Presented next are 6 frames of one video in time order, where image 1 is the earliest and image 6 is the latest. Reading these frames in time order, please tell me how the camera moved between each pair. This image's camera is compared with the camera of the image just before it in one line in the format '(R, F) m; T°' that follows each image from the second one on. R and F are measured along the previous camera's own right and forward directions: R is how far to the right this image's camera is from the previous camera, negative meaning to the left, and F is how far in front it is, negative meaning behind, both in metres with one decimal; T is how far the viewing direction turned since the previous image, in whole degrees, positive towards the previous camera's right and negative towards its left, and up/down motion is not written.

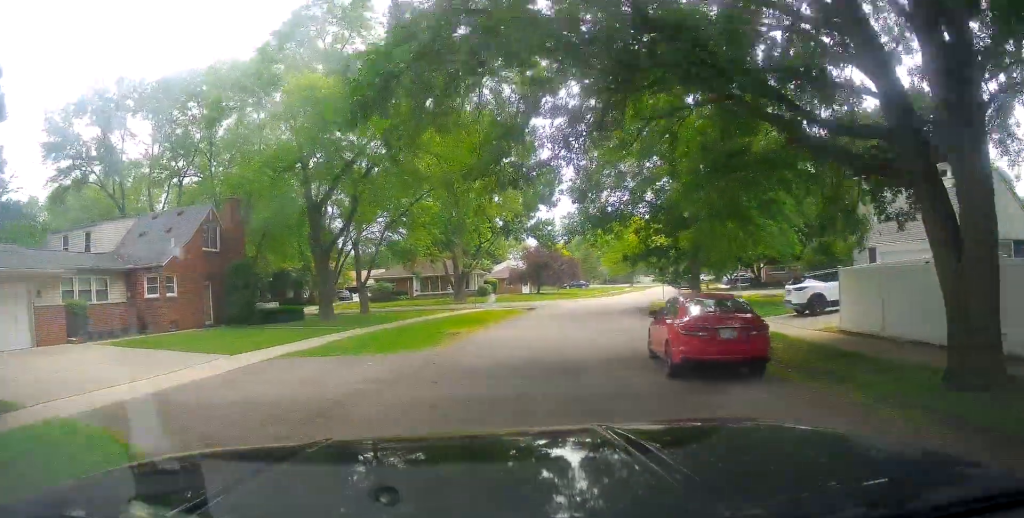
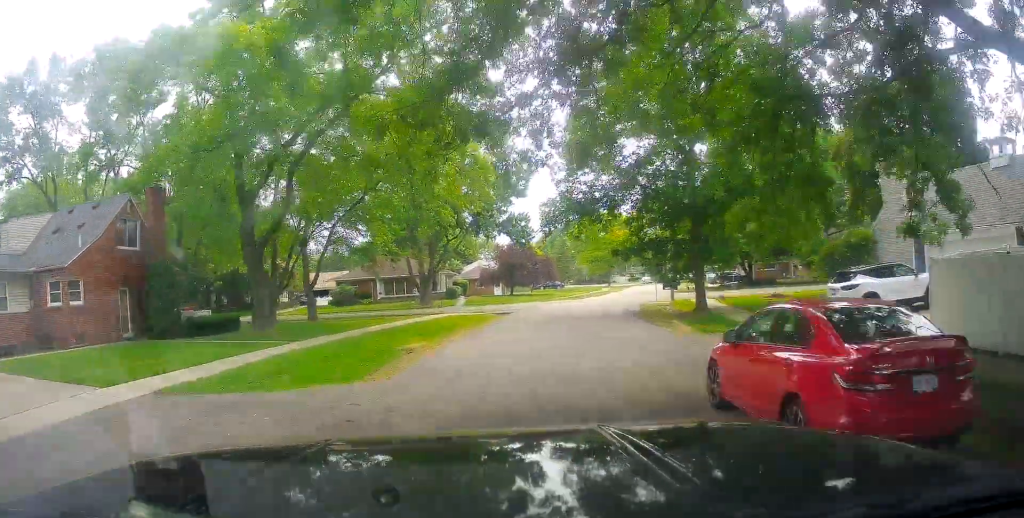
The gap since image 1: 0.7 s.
(0.0, +5.1) m; 0°
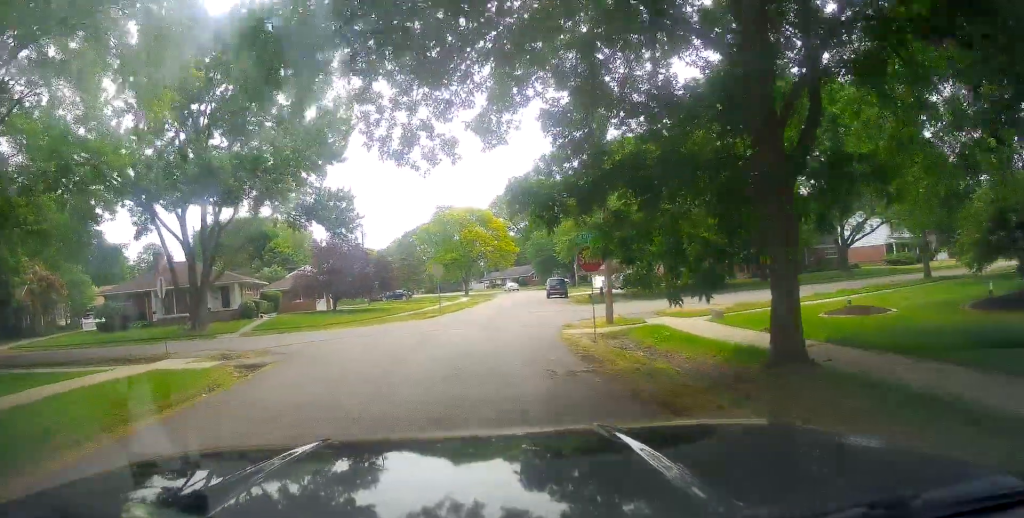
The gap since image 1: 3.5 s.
(+1.3, +20.6) m; +13°
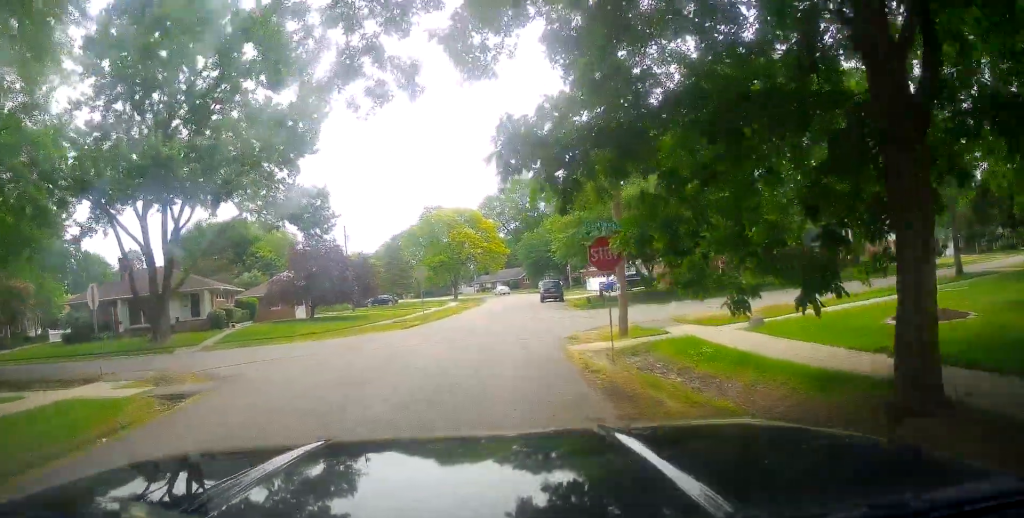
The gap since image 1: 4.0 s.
(+0.3, +3.7) m; +3°
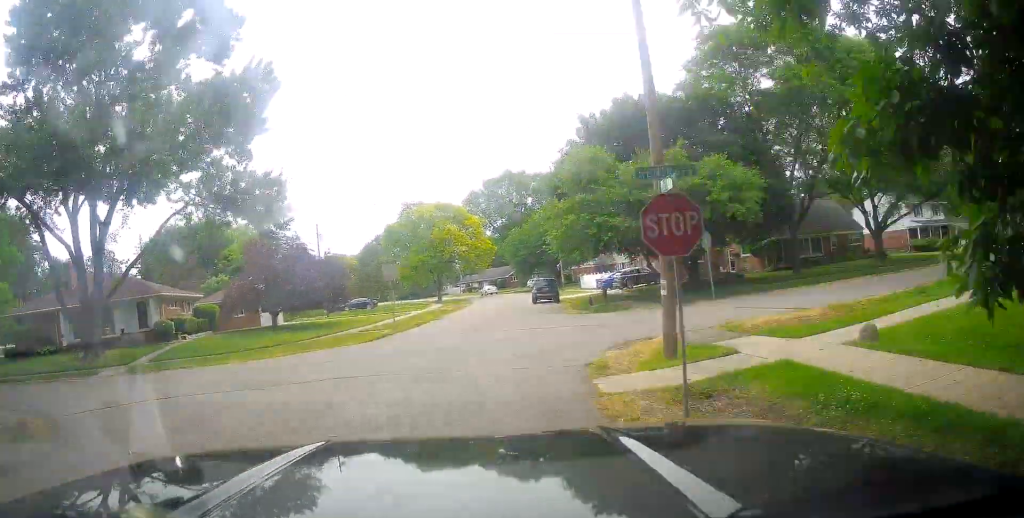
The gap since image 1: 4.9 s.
(+0.2, +6.0) m; 0°
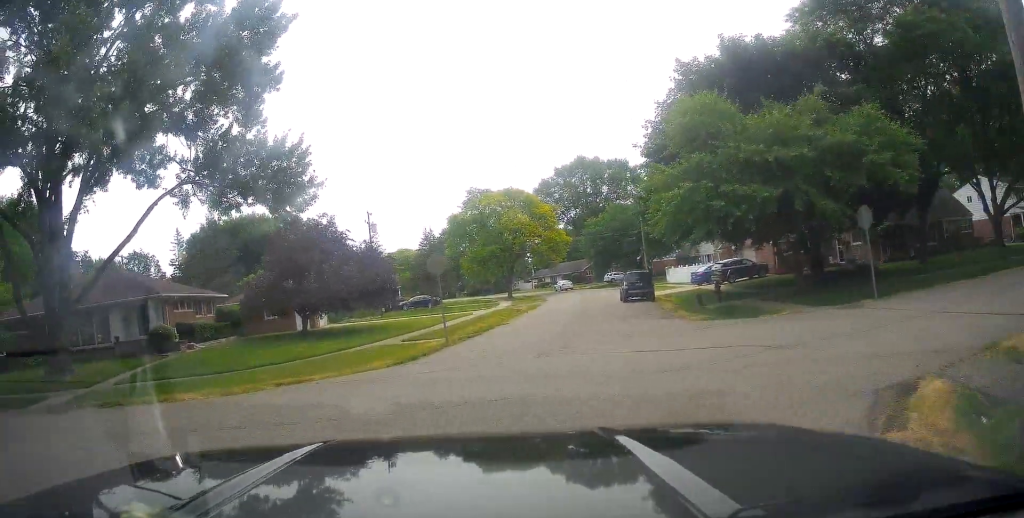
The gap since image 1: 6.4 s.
(-0.5, +9.2) m; -5°
